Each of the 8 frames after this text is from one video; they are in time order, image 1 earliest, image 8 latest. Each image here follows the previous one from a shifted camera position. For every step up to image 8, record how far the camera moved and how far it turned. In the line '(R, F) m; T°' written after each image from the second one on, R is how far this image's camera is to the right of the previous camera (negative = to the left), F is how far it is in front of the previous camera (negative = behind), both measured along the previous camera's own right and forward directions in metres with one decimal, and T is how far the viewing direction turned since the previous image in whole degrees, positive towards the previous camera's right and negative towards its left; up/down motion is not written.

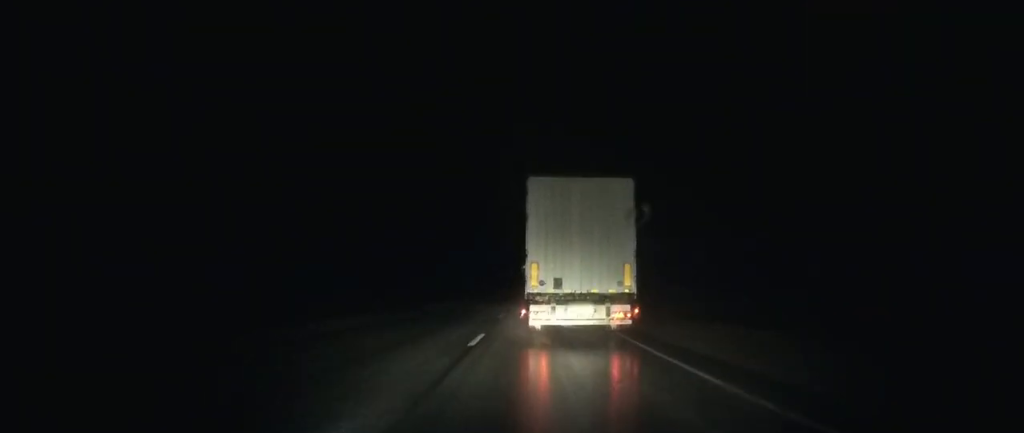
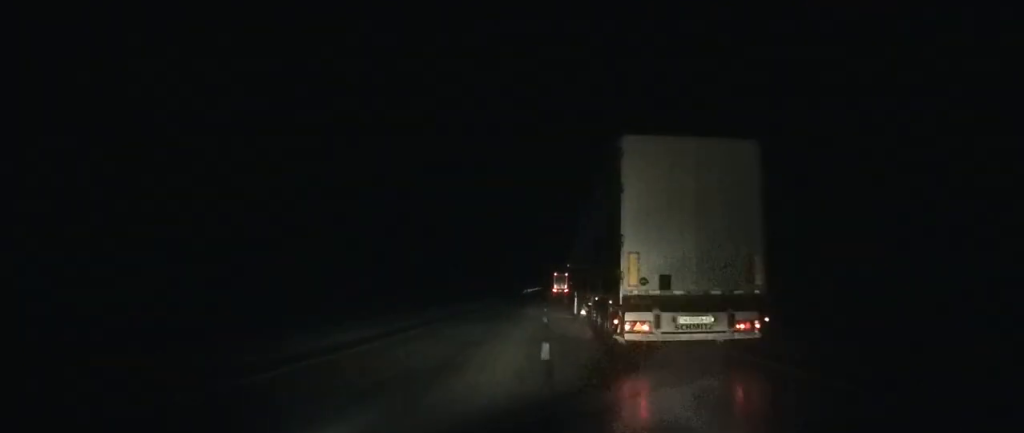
(-0.2, +77.8) m; +1°
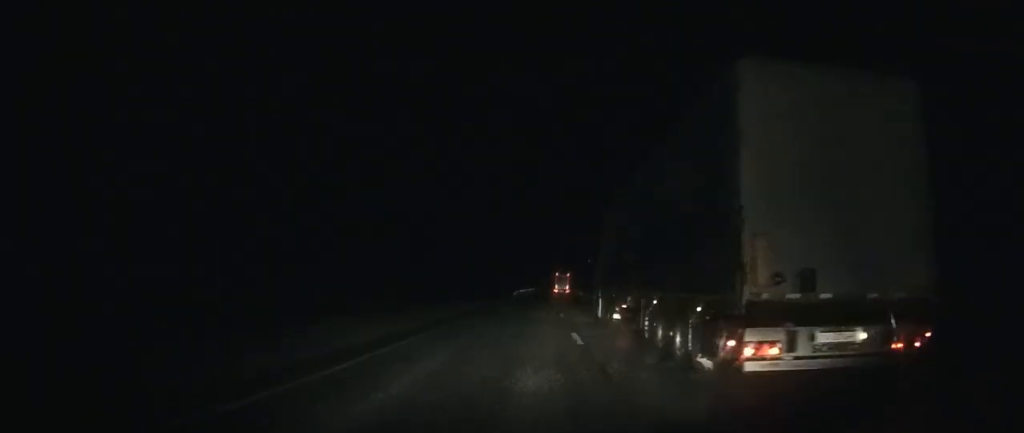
(-0.3, +32.4) m; +1°
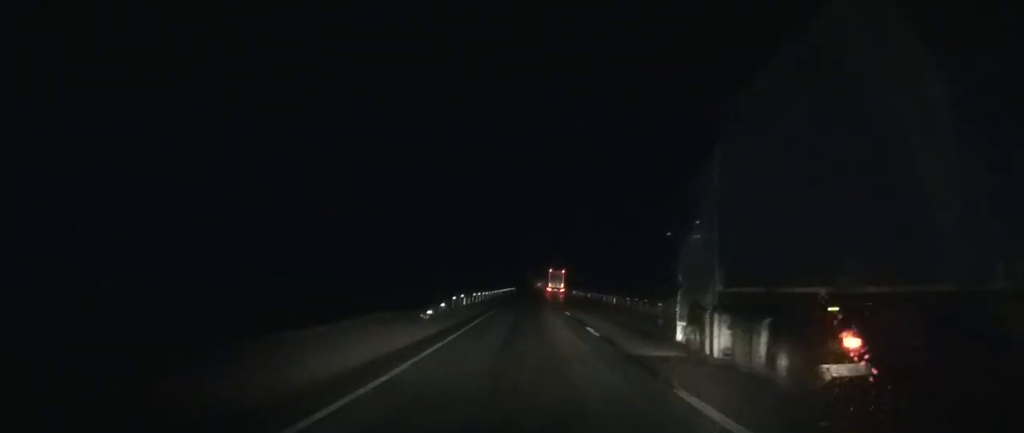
(+1.2, +66.6) m; +1°
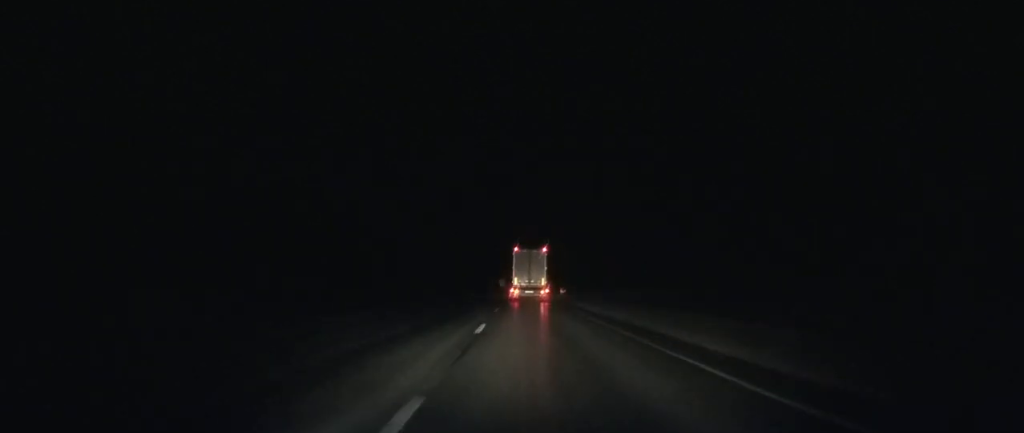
(+7.7, +243.0) m; +2°
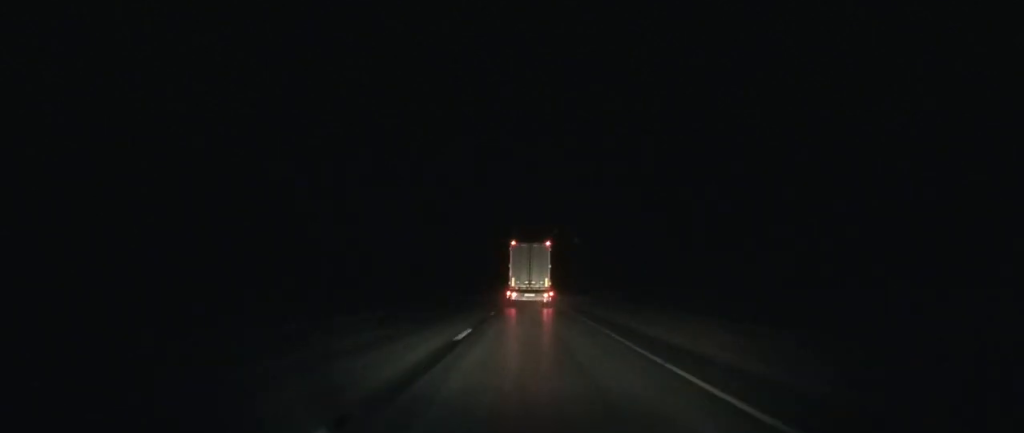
(-0.2, +49.6) m; 0°
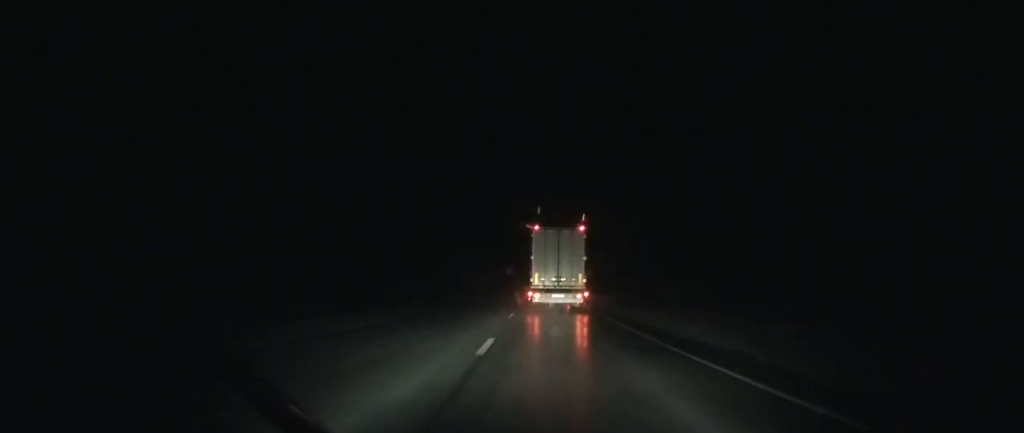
(-0.4, +73.0) m; 0°
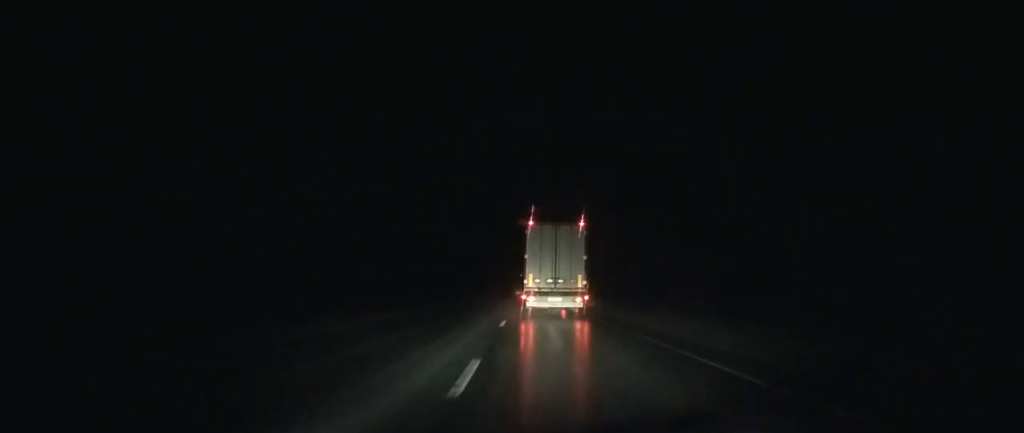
(0.0, +39.2) m; 0°
